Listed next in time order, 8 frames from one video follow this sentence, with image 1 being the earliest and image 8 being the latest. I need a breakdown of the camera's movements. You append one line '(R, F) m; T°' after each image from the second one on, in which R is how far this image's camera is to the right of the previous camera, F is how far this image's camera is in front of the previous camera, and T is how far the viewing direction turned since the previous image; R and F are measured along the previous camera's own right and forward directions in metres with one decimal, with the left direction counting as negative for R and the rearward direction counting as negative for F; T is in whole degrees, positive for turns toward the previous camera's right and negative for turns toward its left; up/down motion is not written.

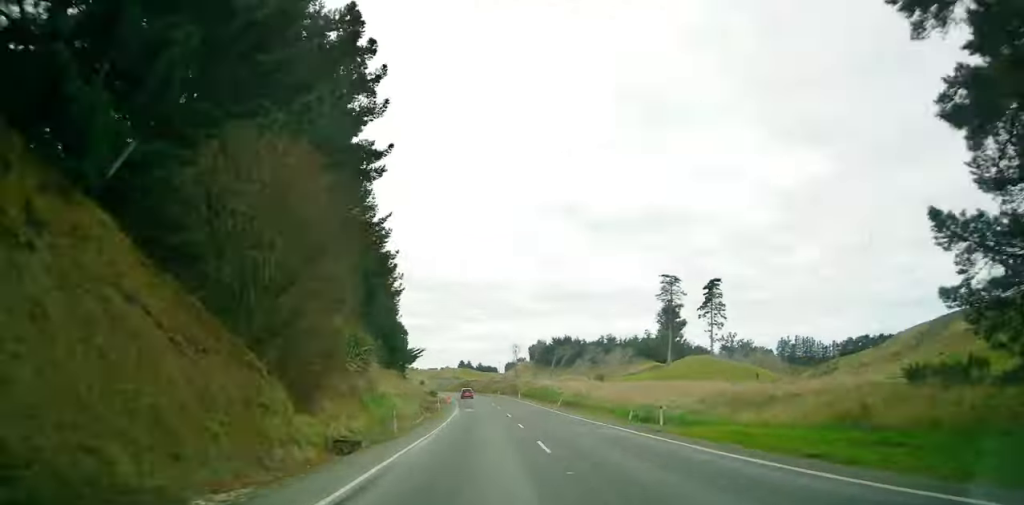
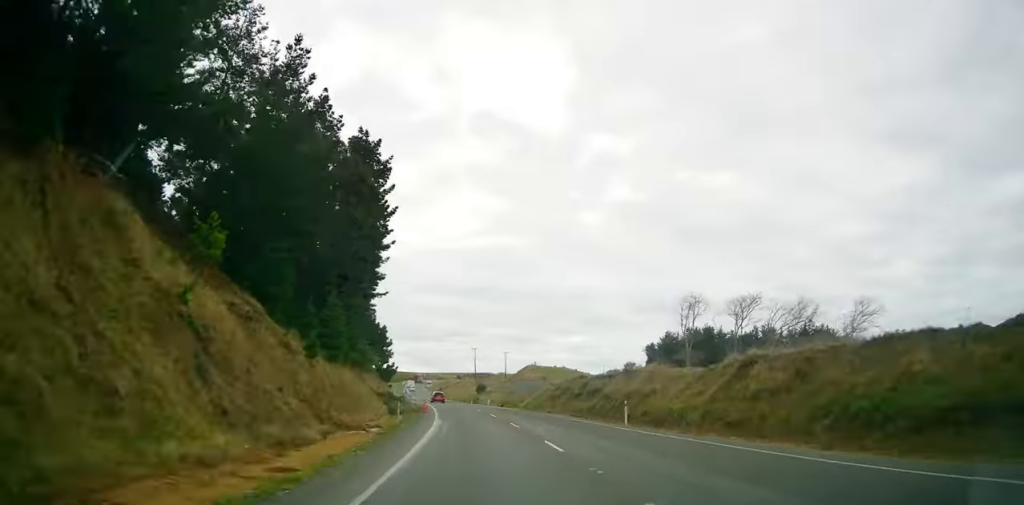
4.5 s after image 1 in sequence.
(-4.8, +98.1) m; -8°
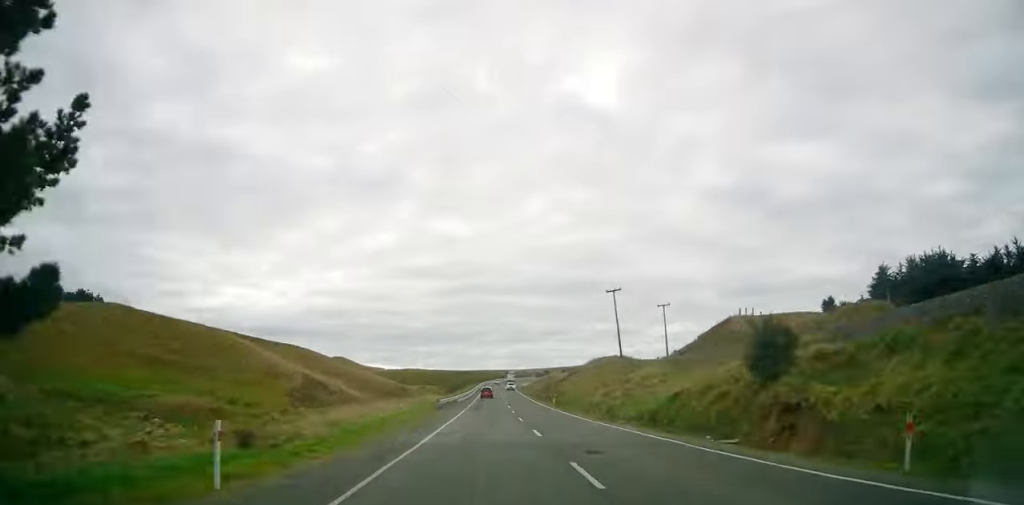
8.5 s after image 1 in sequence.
(-7.4, +84.6) m; -6°
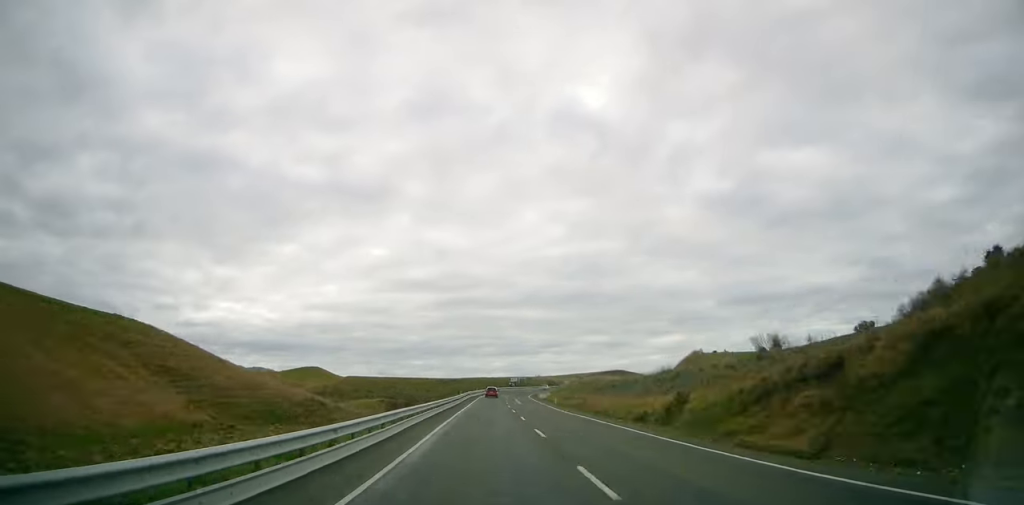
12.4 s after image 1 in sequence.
(-1.8, +79.8) m; 0°
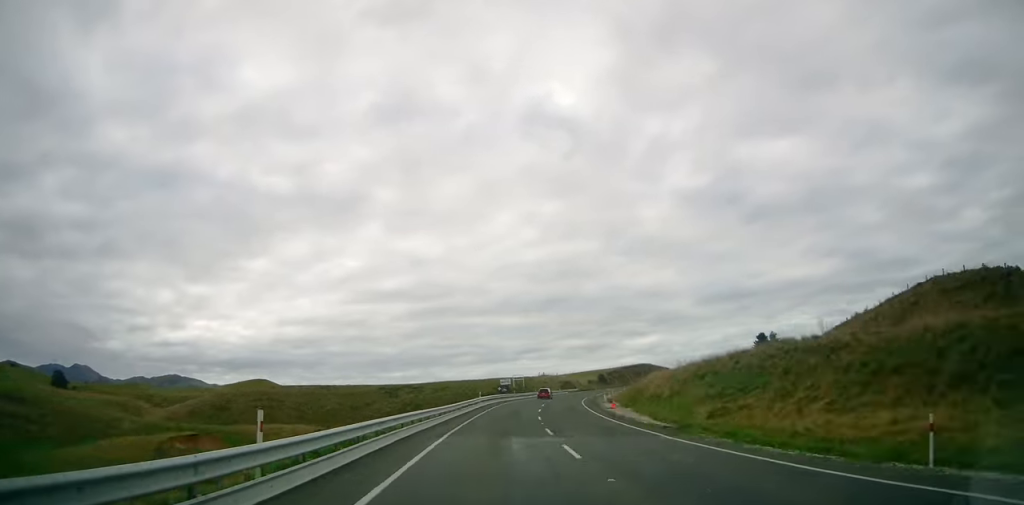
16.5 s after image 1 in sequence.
(+2.4, +82.5) m; +7°
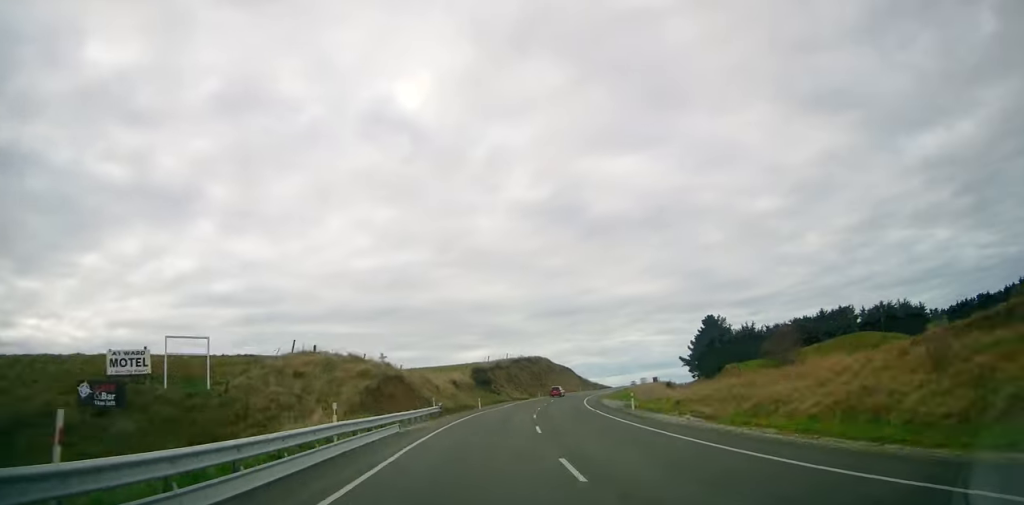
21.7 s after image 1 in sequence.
(+13.5, +99.6) m; +17°
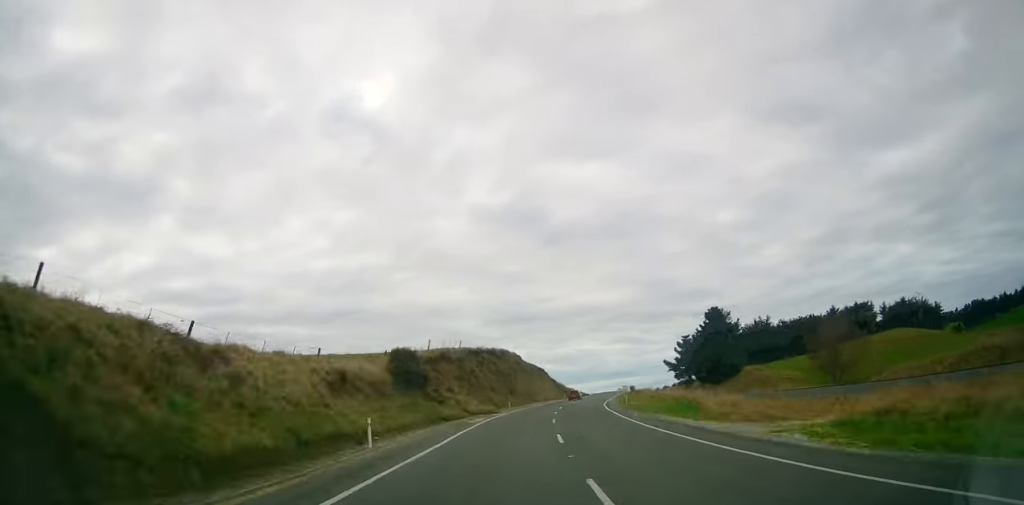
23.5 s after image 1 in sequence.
(+0.2, +33.6) m; +6°
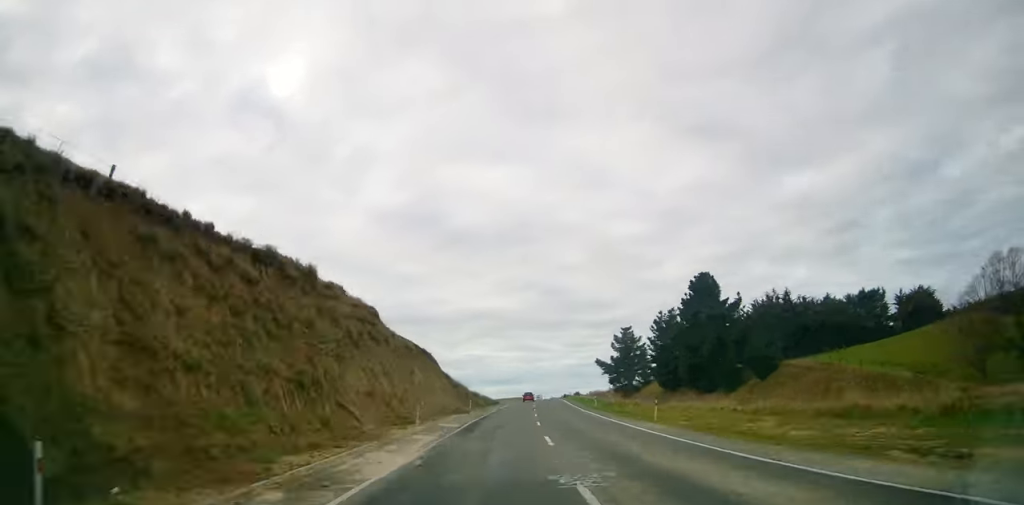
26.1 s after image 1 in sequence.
(+5.0, +52.1) m; +5°
